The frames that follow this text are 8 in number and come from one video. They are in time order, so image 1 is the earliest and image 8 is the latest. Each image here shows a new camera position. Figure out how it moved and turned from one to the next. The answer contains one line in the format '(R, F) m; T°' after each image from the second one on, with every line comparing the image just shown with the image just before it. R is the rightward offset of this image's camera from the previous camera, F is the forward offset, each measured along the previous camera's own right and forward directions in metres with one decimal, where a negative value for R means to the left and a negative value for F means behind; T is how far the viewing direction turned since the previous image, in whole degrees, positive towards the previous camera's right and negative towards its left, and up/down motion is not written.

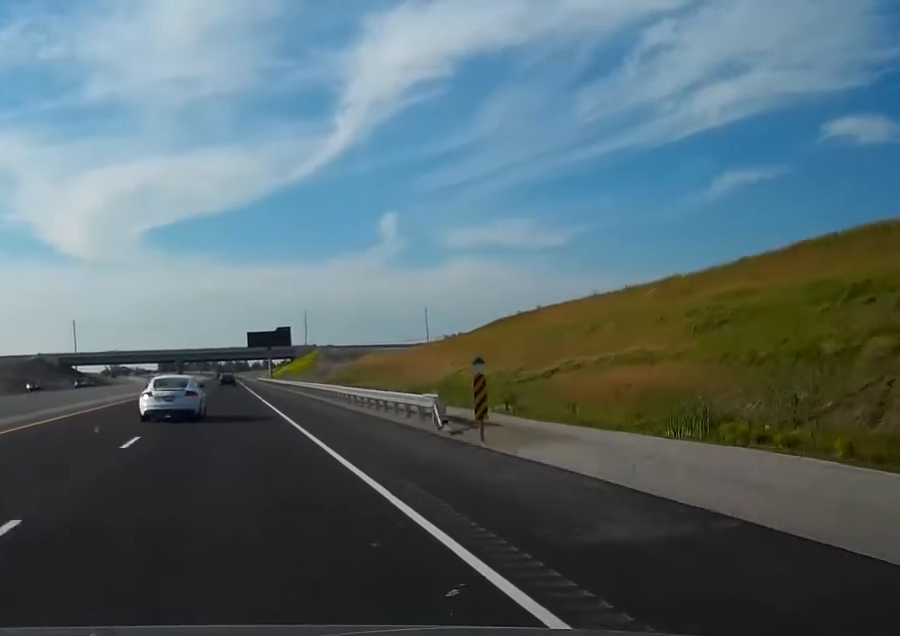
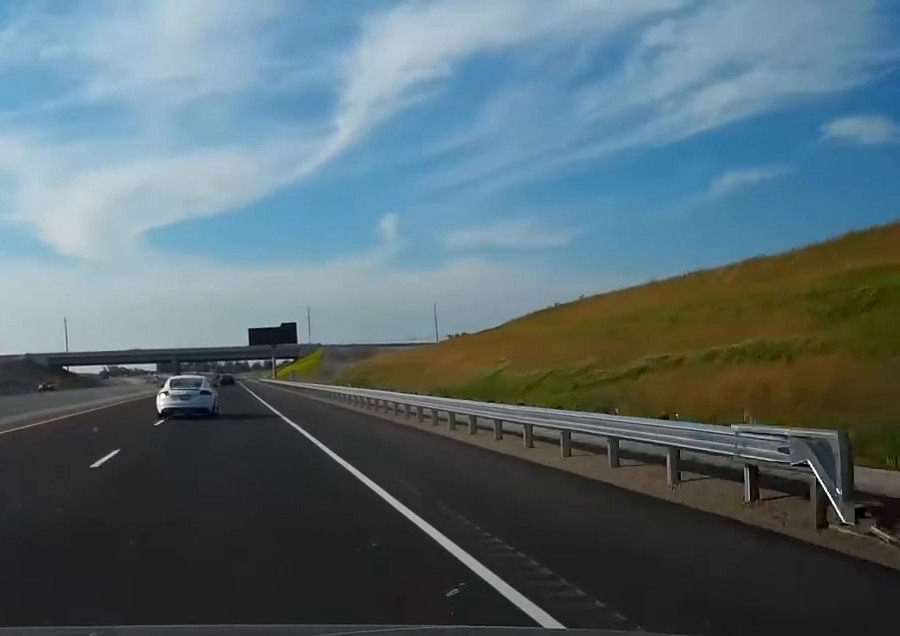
(0.0, +15.7) m; 0°
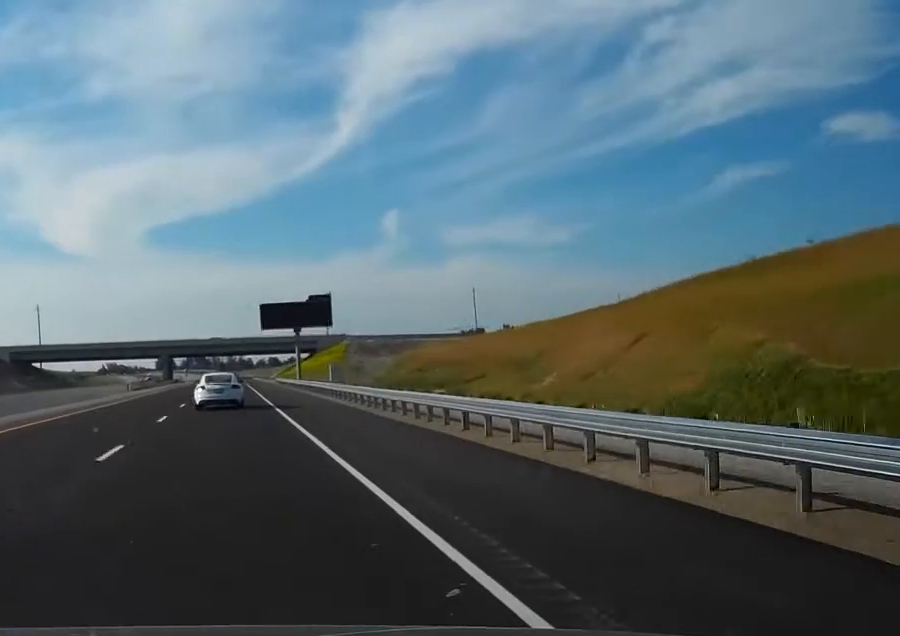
(-0.1, +47.0) m; 0°
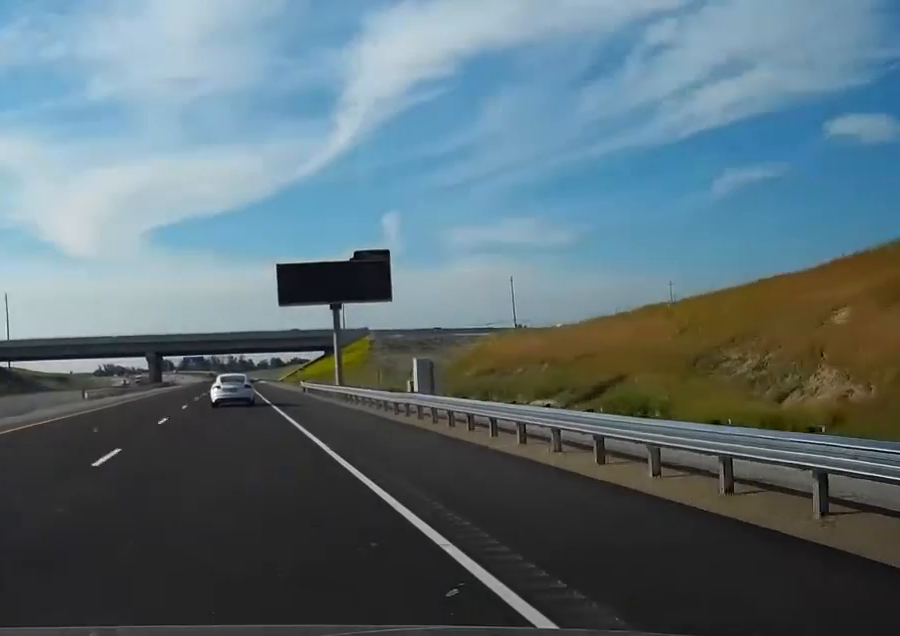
(-0.1, +36.5) m; 0°
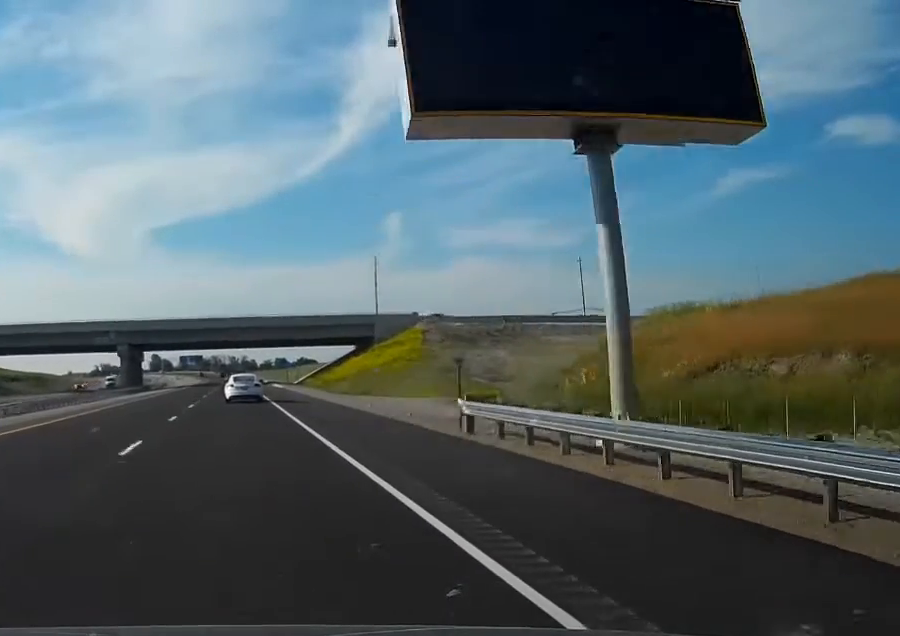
(0.0, +45.7) m; 0°
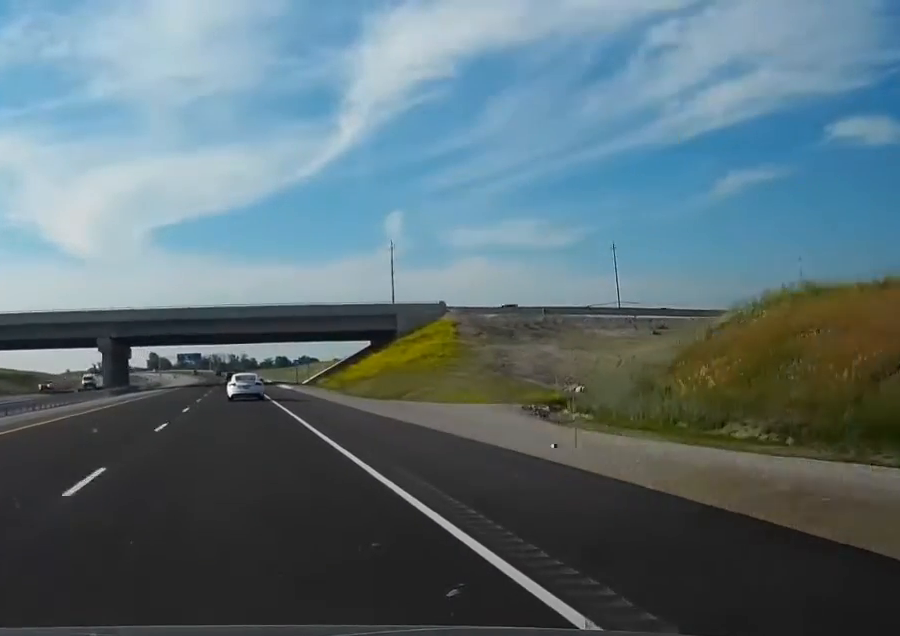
(0.0, +17.6) m; 0°
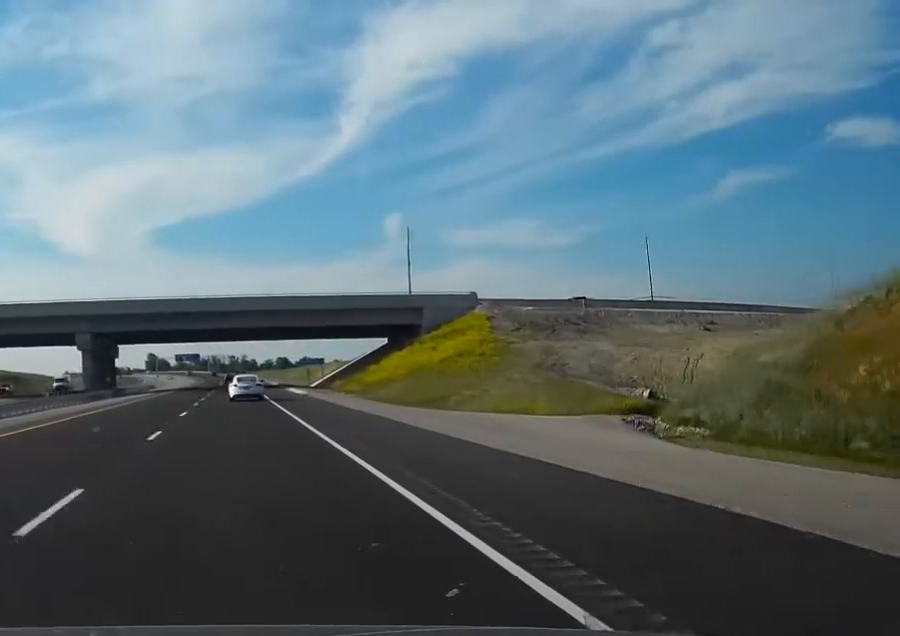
(0.0, +14.5) m; 0°
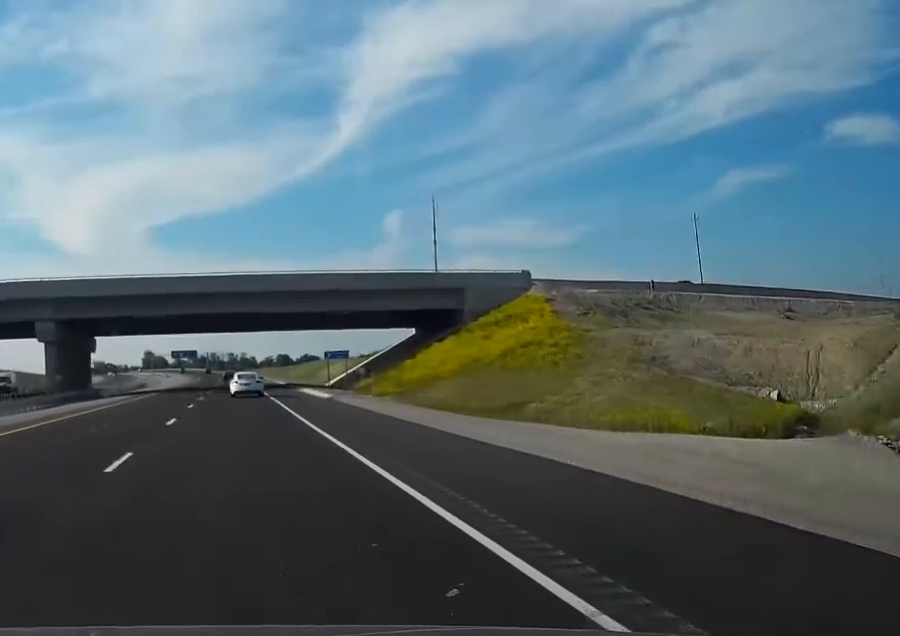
(0.0, +18.7) m; 0°
